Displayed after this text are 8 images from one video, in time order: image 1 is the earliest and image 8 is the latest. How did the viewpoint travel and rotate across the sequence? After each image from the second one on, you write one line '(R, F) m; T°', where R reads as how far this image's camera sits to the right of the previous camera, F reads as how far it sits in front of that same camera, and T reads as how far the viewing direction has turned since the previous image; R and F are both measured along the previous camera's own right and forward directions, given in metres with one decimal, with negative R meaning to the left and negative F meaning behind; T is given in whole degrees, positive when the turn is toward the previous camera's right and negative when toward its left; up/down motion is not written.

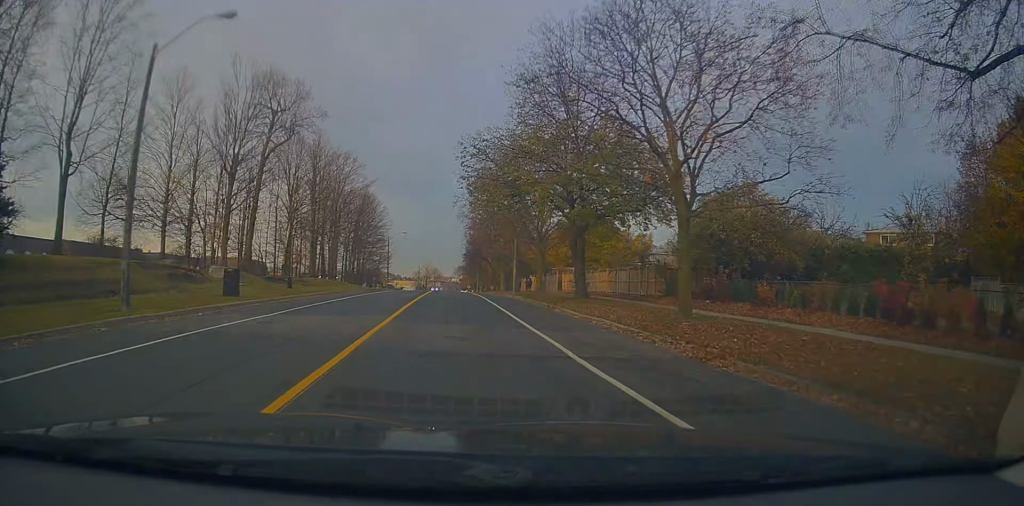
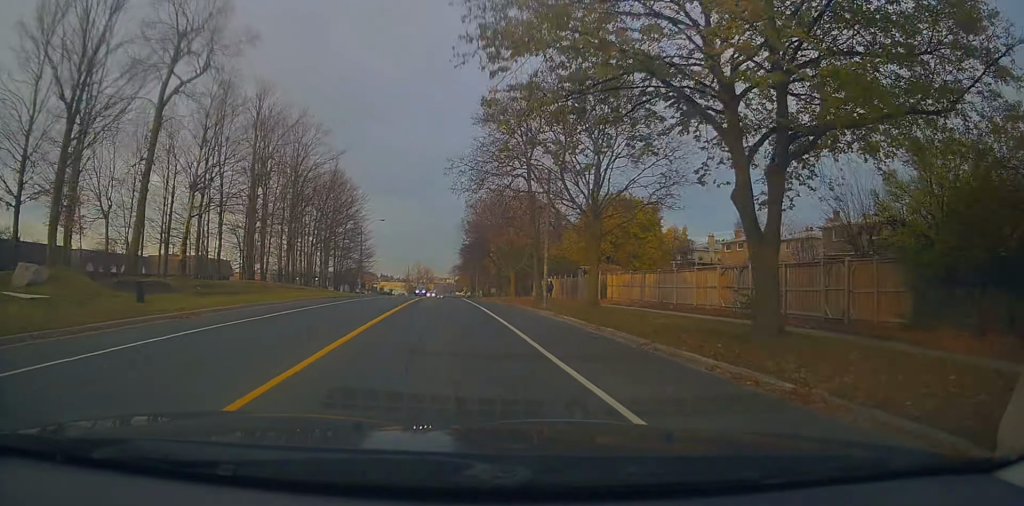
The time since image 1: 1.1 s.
(+0.2, +19.9) m; +2°
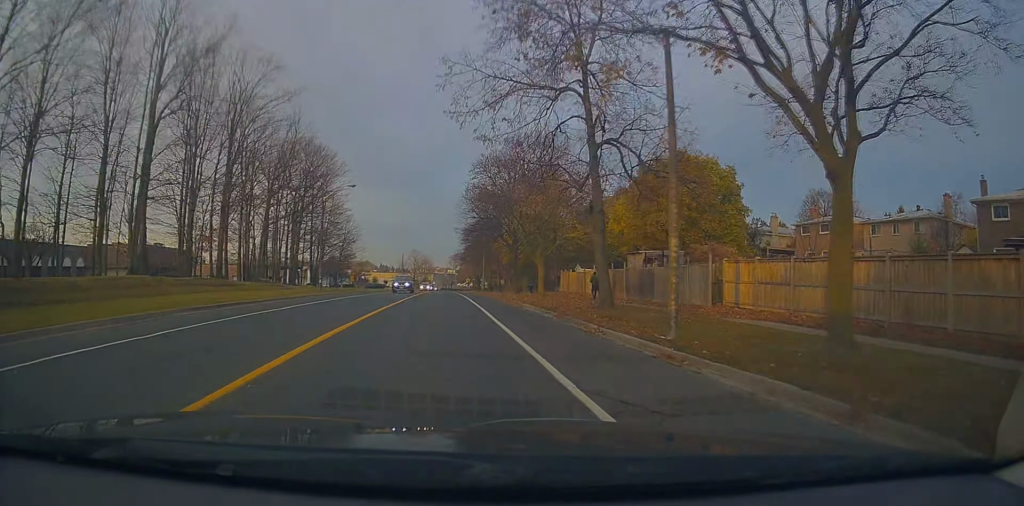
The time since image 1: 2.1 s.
(+0.4, +18.2) m; +1°
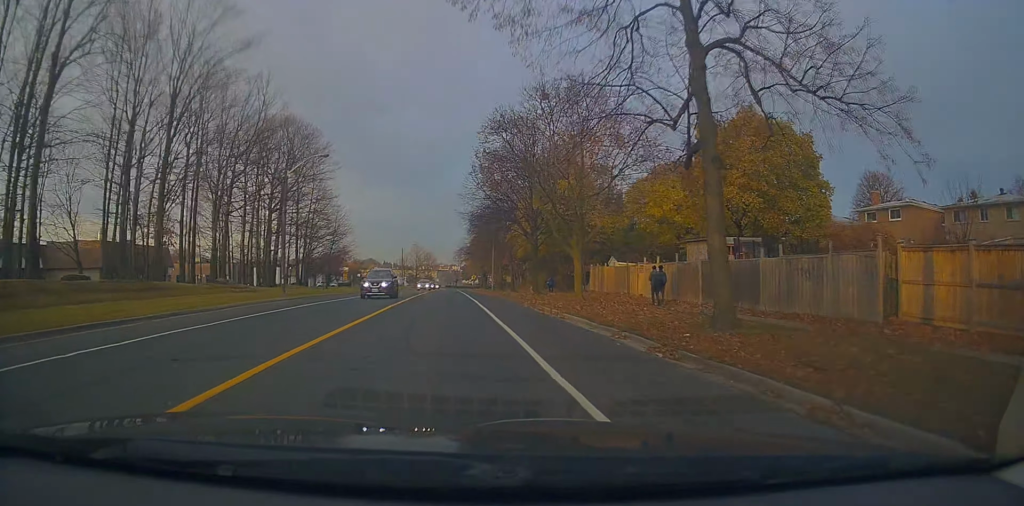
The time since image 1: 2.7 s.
(+0.1, +10.8) m; -1°
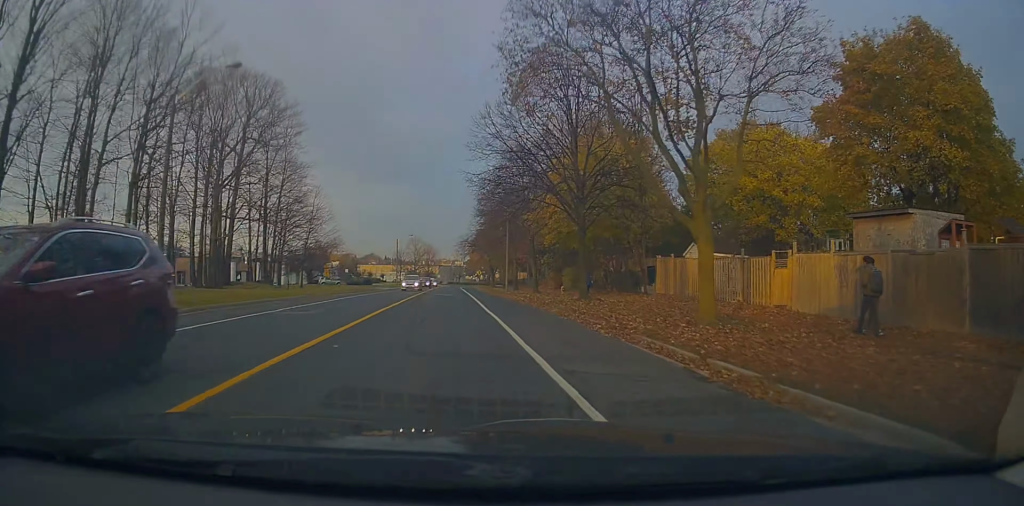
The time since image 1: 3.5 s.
(-0.3, +14.8) m; -1°
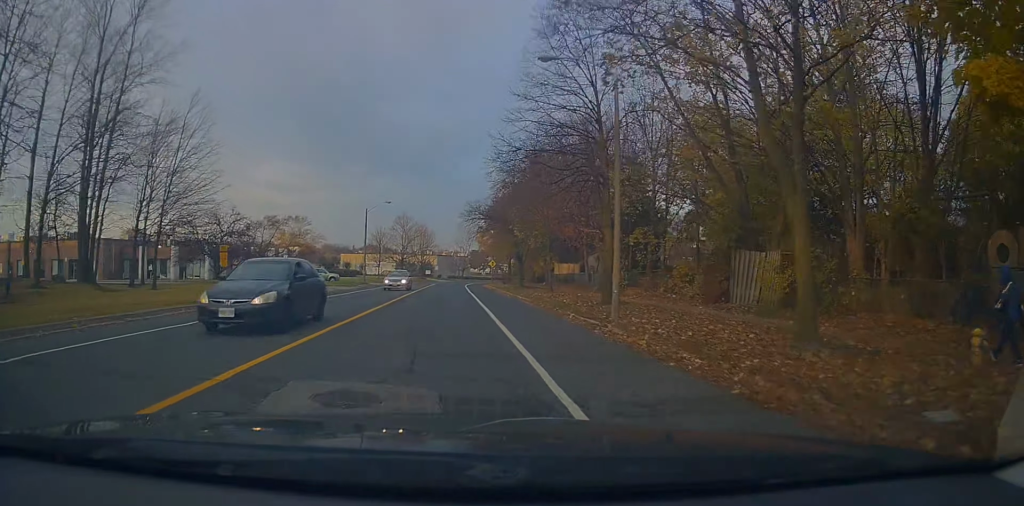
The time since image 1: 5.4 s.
(+0.1, +35.3) m; +1°
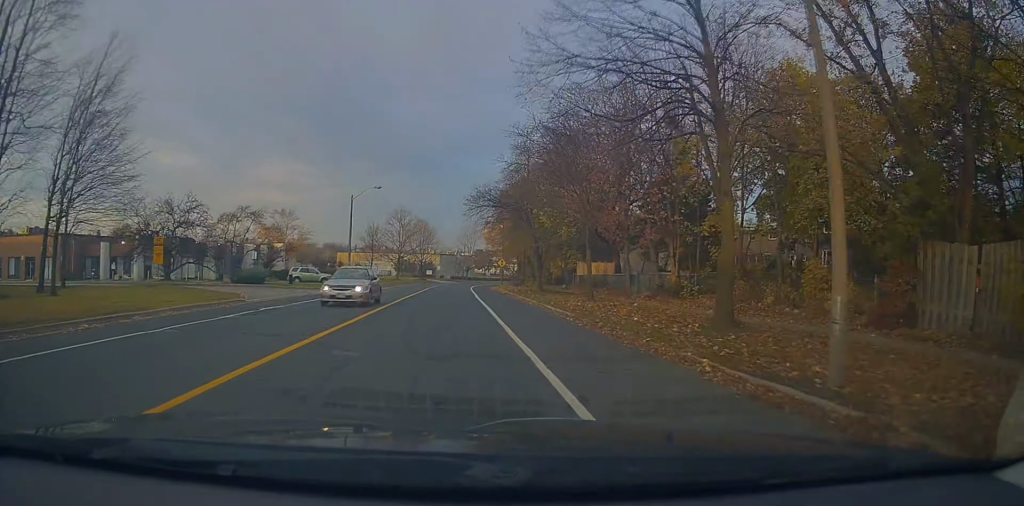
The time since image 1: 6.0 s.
(+0.3, +10.5) m; 0°
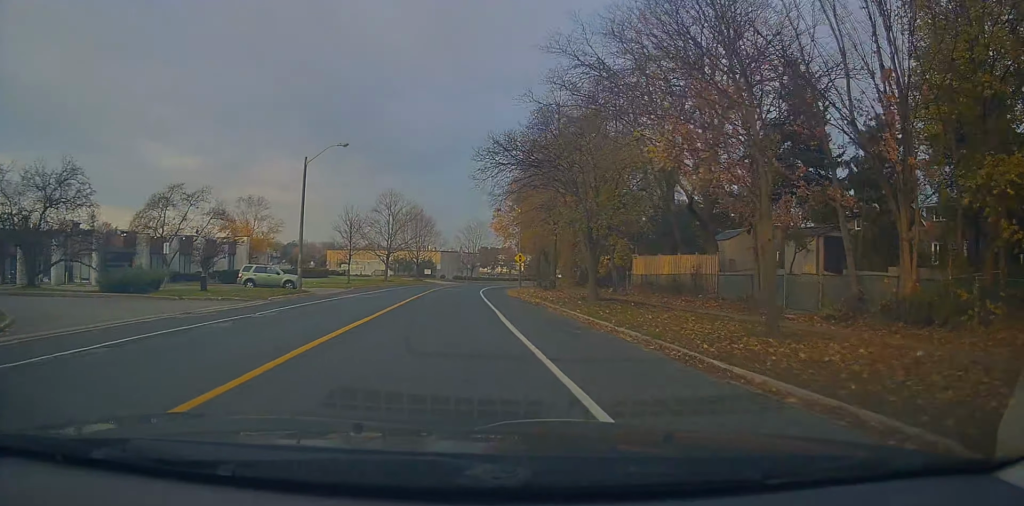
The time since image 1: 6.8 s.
(-0.5, +16.1) m; -1°
